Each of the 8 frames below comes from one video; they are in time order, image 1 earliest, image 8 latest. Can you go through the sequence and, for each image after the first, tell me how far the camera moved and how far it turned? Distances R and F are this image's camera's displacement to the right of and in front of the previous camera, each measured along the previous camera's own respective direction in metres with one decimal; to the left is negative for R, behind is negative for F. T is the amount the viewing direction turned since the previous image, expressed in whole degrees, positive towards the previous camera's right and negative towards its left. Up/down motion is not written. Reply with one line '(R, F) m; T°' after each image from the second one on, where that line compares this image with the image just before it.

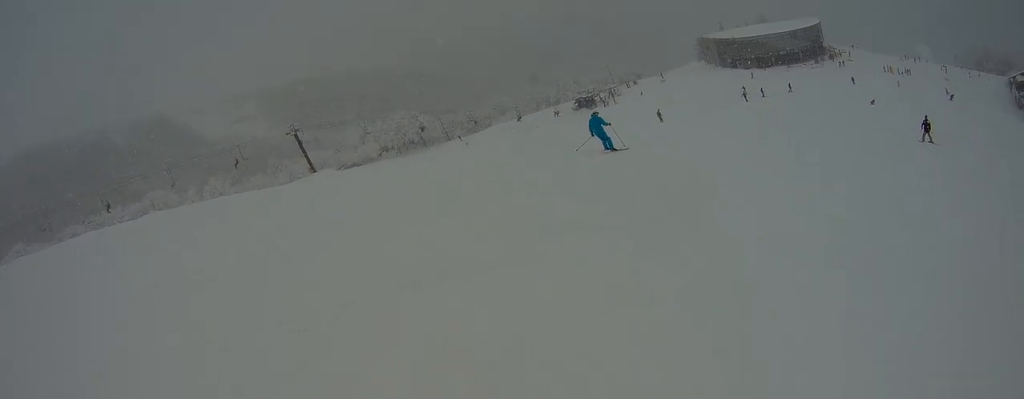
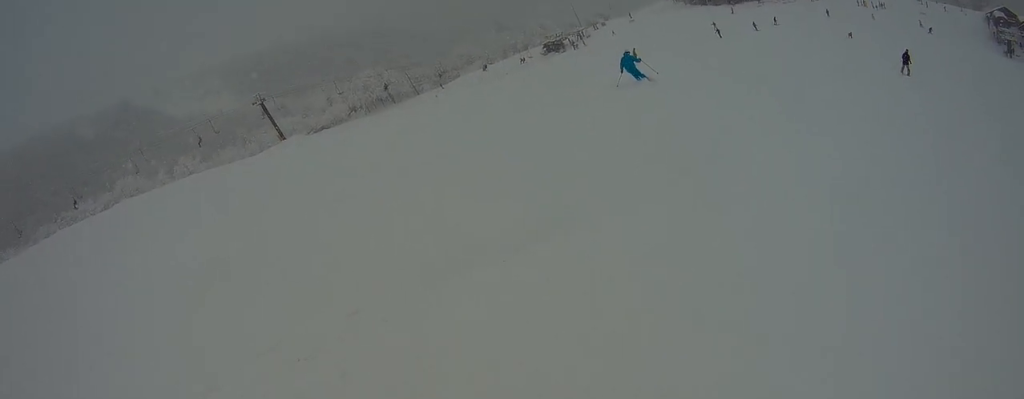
(-0.4, +1.3) m; +9°
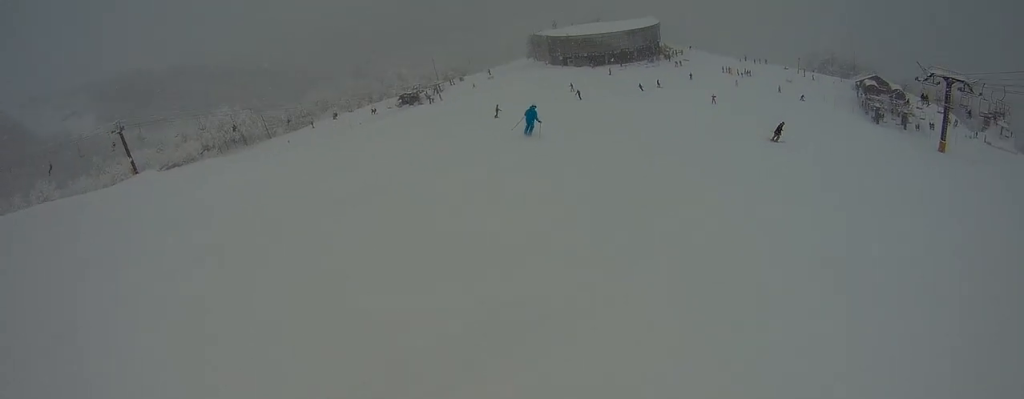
(-1.3, +1.8) m; +26°
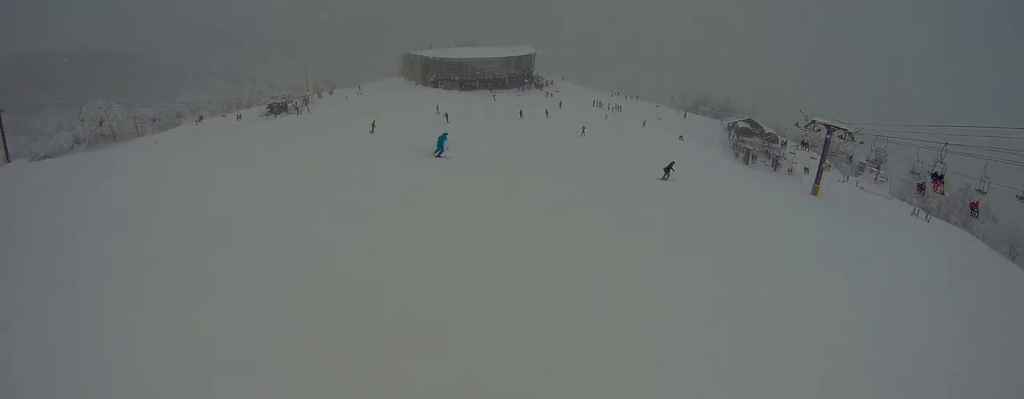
(+1.8, +1.7) m; +30°
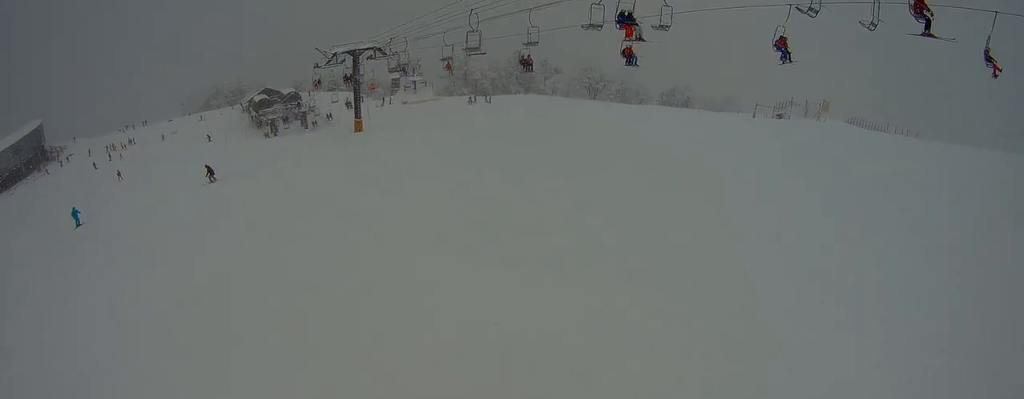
(+6.8, +10.3) m; +52°
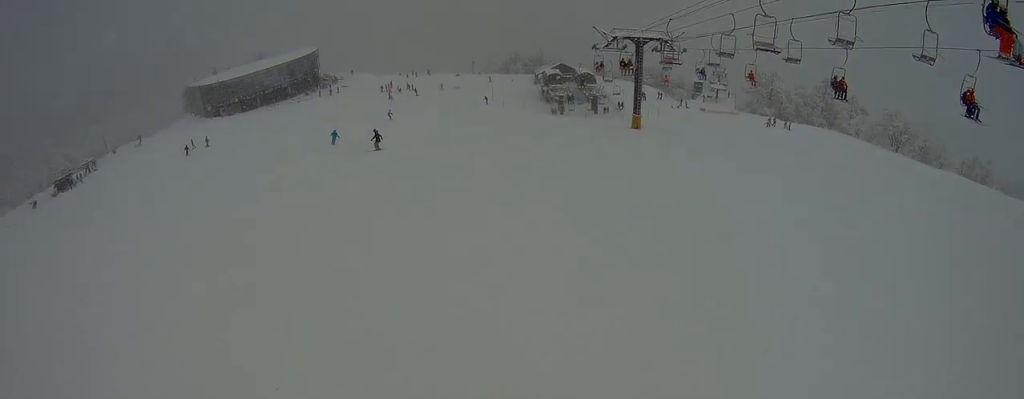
(-0.3, +6.7) m; -28°
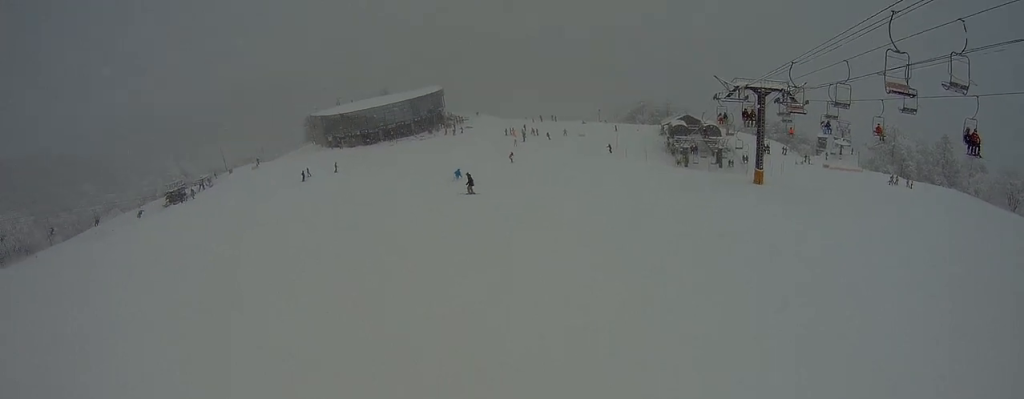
(-0.5, +1.6) m; -14°
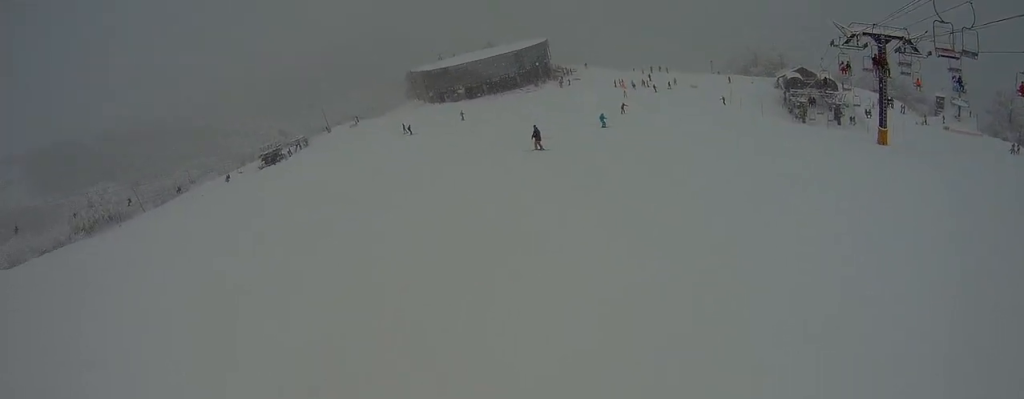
(-0.9, +3.3) m; -23°
